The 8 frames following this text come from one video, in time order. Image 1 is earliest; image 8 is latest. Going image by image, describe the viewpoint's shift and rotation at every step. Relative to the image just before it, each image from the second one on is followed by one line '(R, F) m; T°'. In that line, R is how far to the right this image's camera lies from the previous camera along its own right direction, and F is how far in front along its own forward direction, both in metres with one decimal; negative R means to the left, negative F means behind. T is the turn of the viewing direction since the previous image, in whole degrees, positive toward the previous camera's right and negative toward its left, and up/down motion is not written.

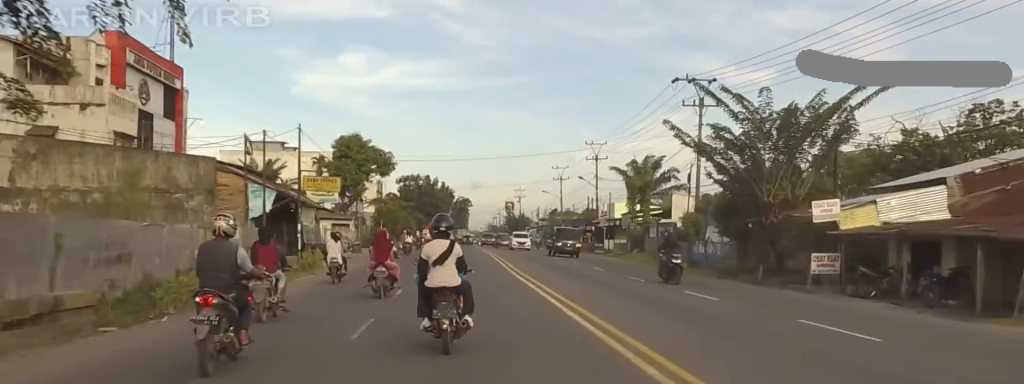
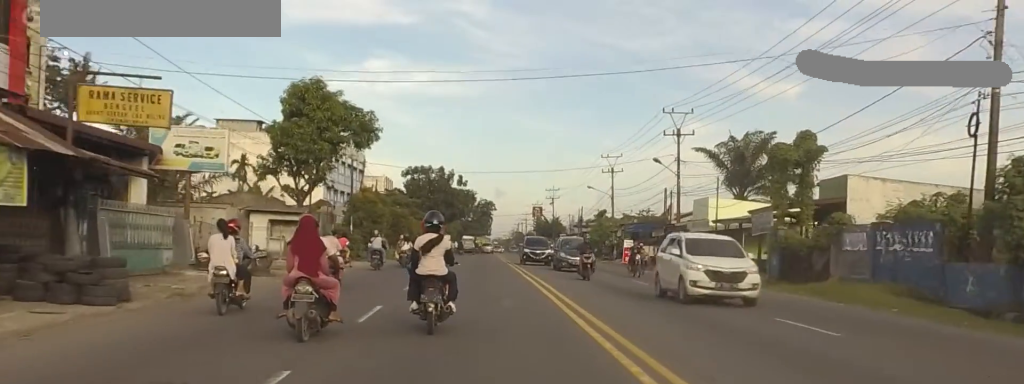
(-1.7, +27.3) m; -6°
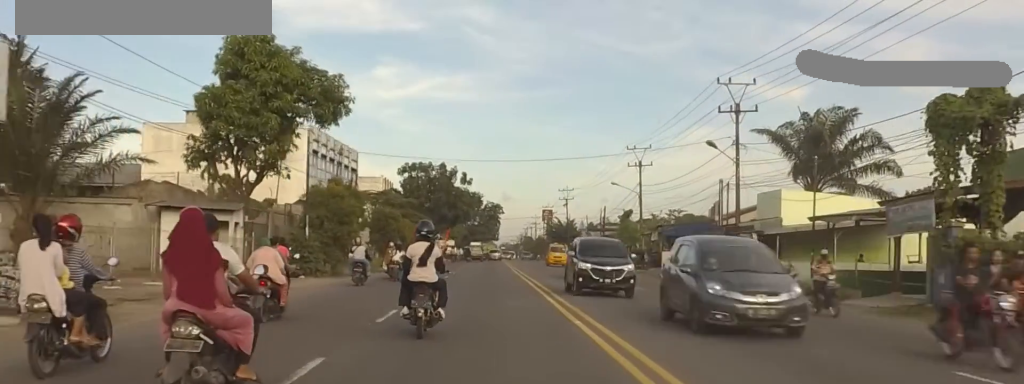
(0.0, +13.4) m; 0°
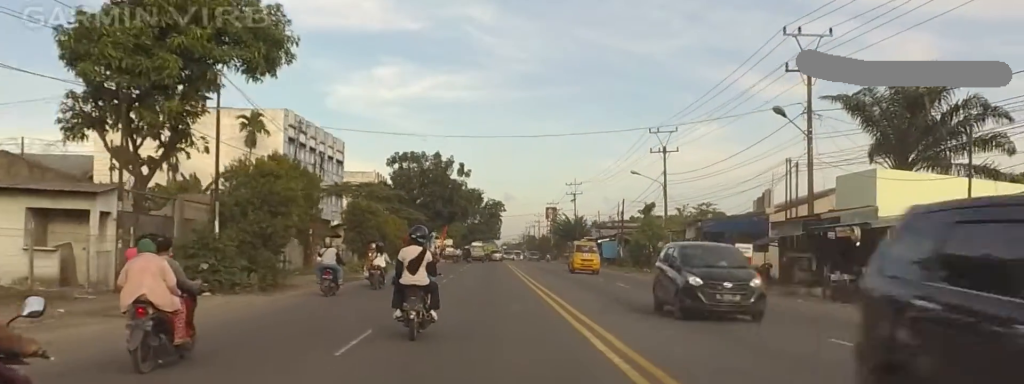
(0.0, +11.4) m; 0°
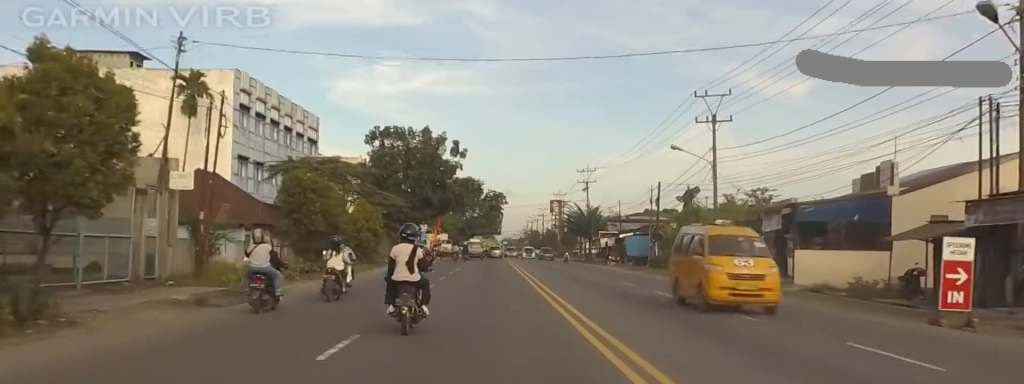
(0.0, +16.0) m; 0°
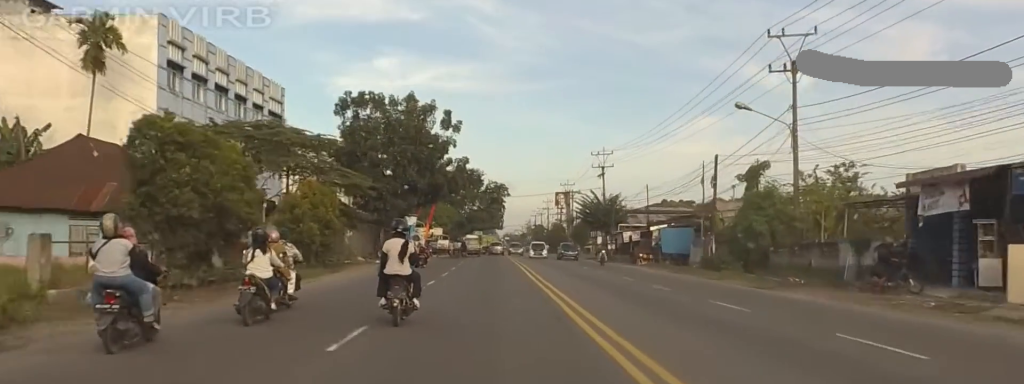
(0.0, +15.1) m; 0°
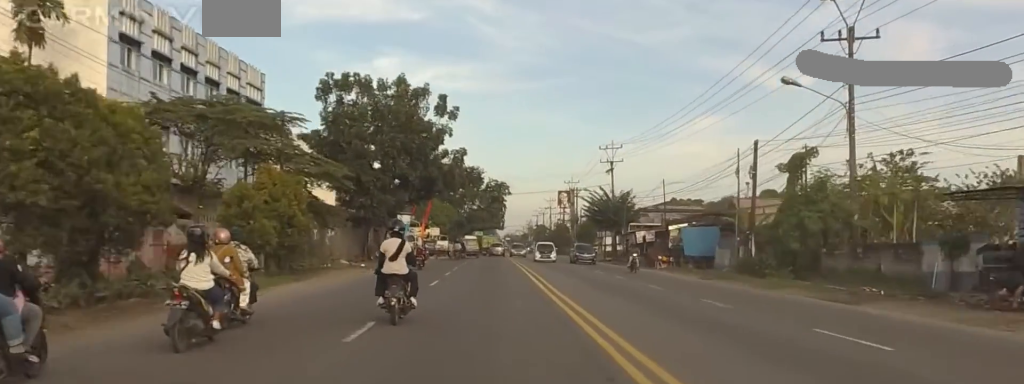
(0.0, +6.8) m; 0°
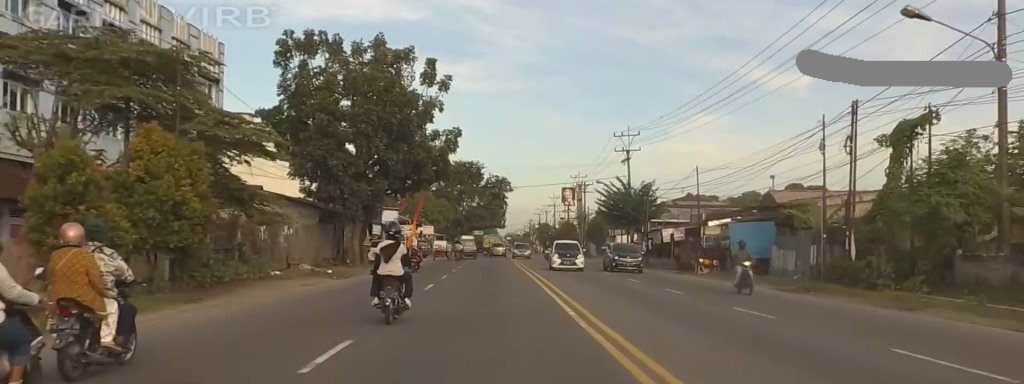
(0.0, +10.8) m; 0°
